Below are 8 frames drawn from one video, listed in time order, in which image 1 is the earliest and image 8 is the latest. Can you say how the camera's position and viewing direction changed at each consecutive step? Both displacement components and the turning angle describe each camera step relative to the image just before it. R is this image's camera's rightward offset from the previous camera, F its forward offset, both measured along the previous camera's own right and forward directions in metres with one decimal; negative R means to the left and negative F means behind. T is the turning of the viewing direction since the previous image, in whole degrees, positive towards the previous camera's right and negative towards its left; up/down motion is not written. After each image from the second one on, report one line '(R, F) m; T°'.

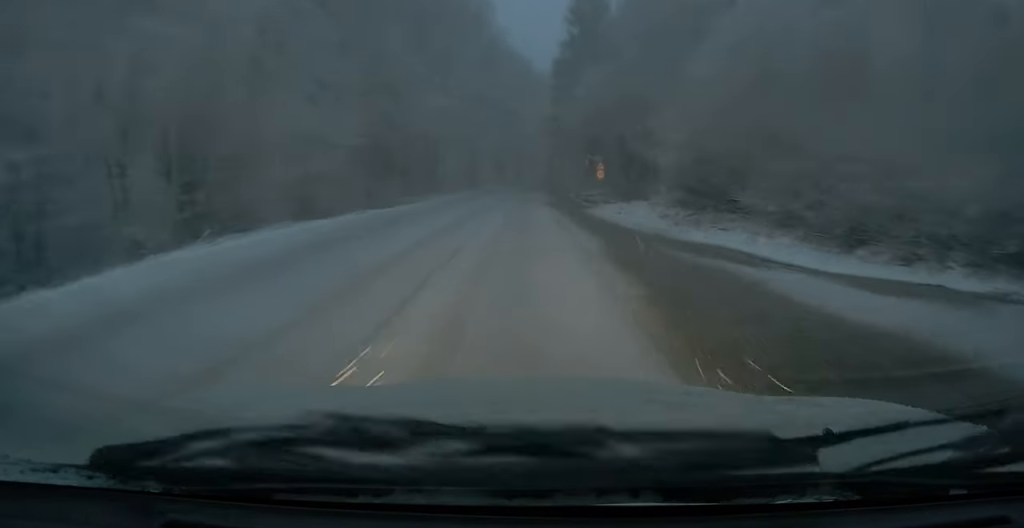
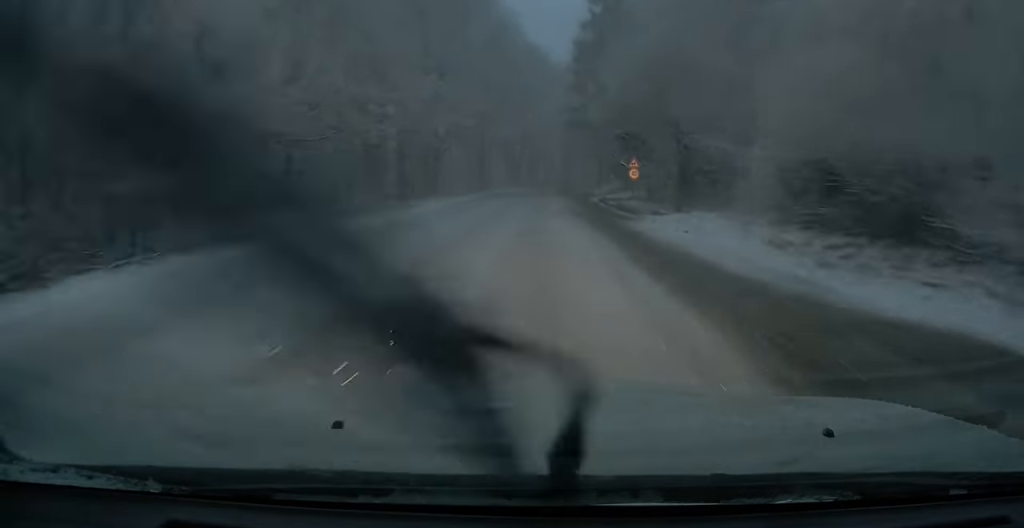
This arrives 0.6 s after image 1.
(0.0, +8.3) m; 0°
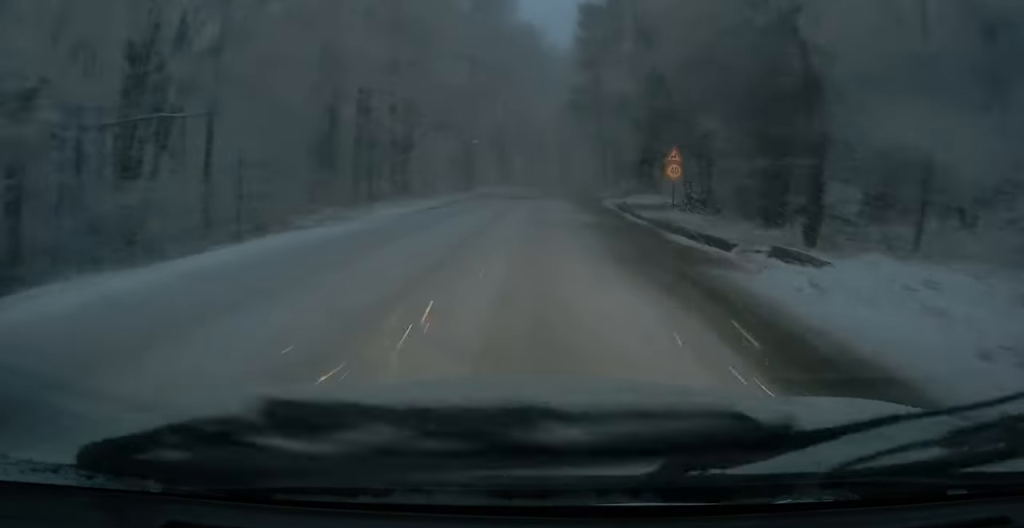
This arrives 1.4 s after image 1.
(+0.1, +10.8) m; +1°
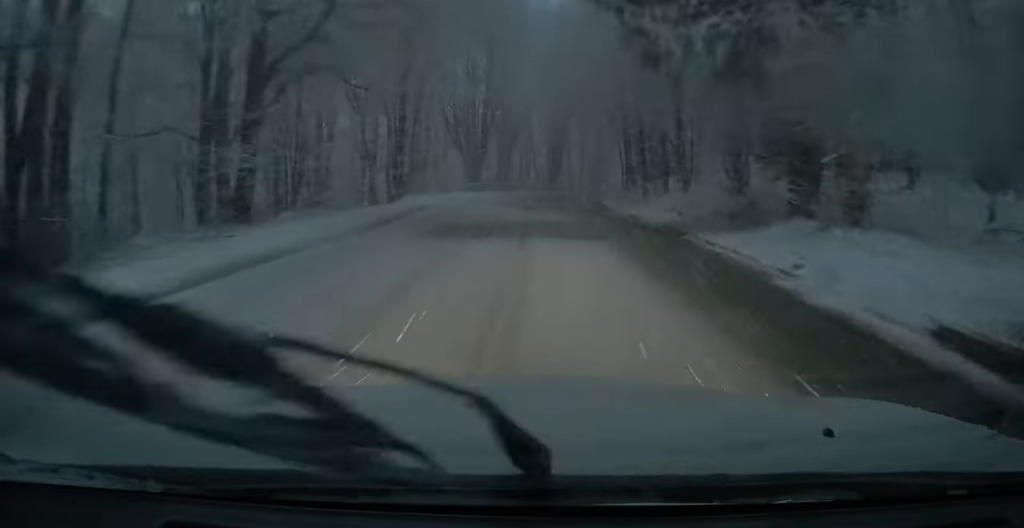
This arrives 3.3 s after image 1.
(+0.1, +24.7) m; +1°
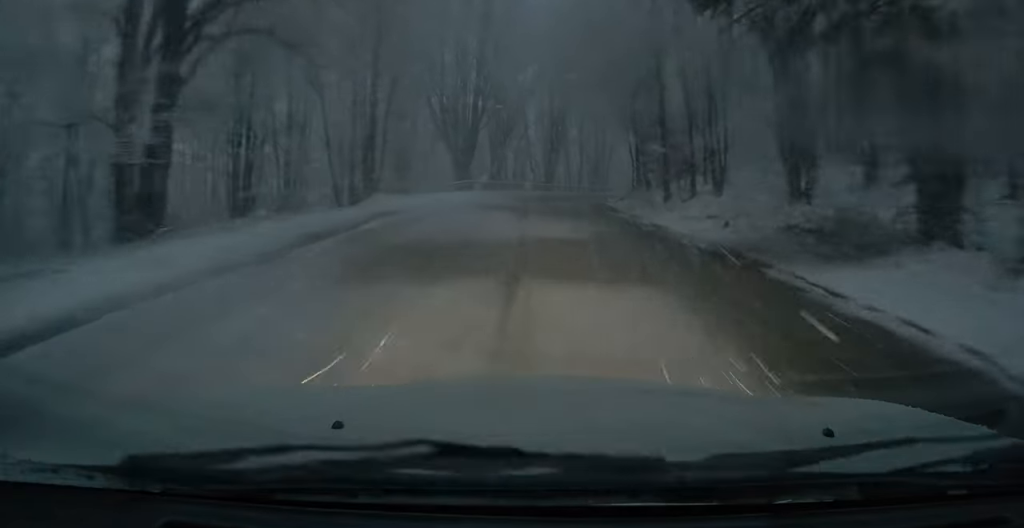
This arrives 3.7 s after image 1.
(0.0, +5.6) m; 0°
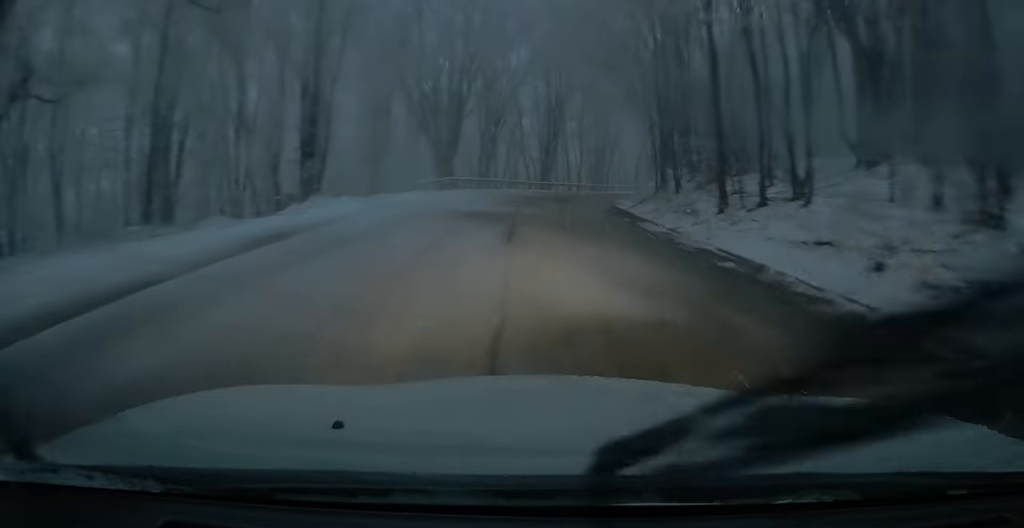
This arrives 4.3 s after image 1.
(0.0, +7.5) m; +1°
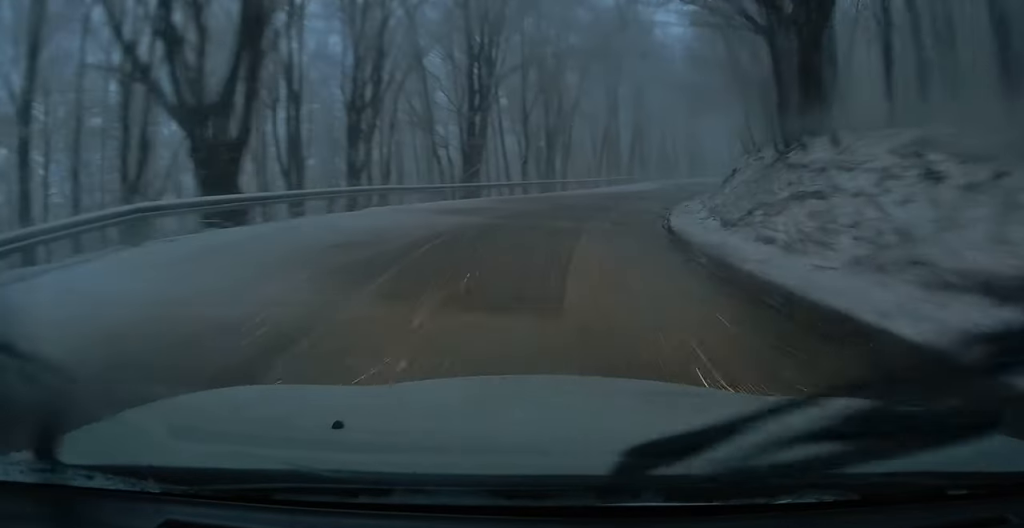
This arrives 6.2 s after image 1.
(+1.1, +22.3) m; +6°
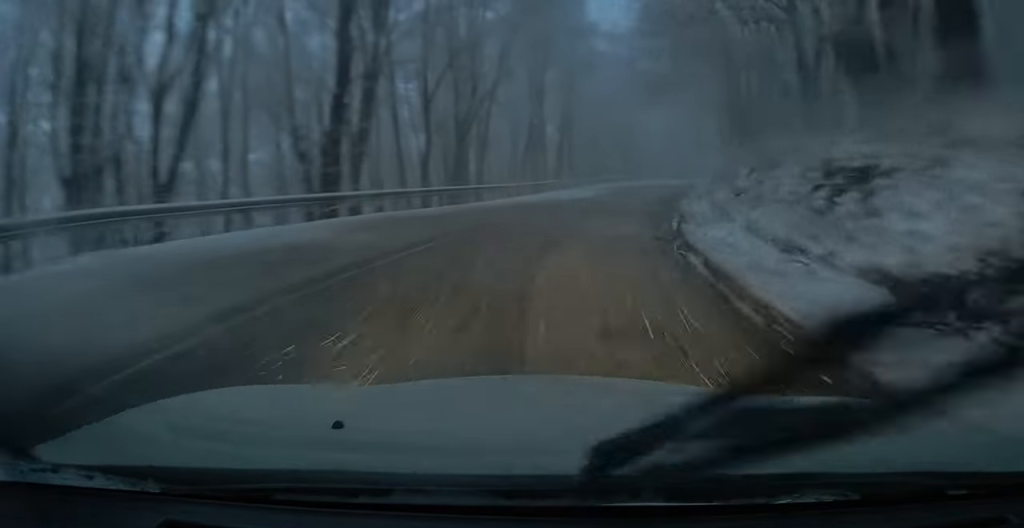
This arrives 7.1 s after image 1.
(+0.2, +8.9) m; +4°
